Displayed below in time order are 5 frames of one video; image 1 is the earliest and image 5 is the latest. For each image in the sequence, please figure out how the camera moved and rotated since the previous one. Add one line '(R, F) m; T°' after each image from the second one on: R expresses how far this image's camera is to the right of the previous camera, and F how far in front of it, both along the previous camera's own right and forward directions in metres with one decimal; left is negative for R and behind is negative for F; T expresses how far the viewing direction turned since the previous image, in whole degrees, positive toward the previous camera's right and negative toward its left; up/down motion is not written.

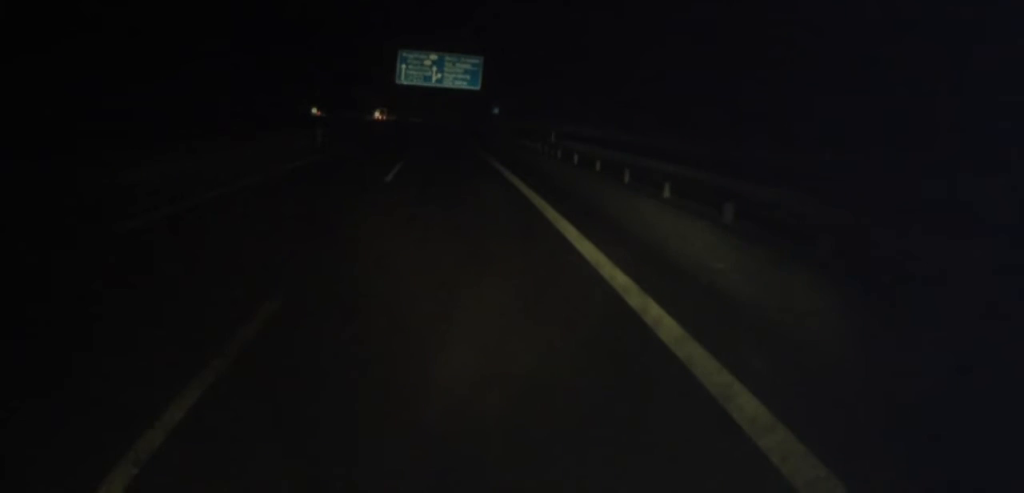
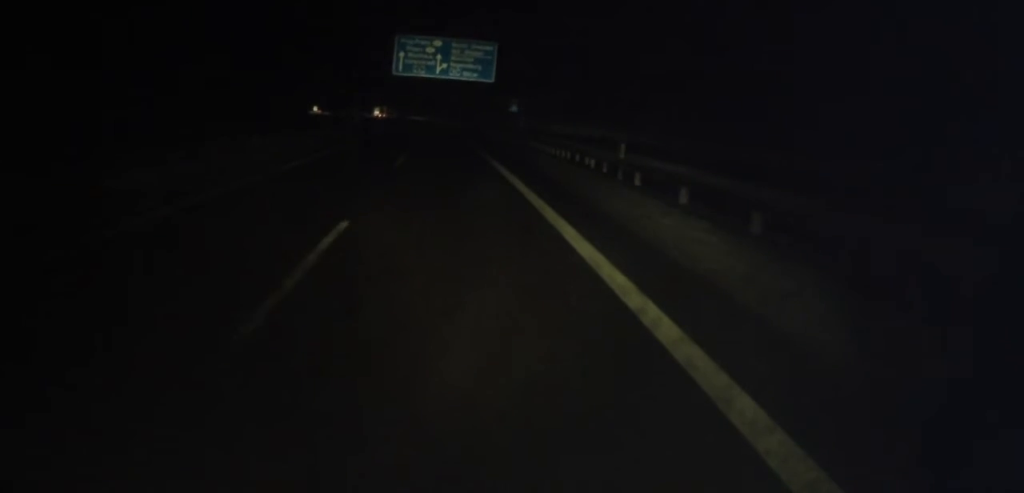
(-0.1, +13.1) m; -1°
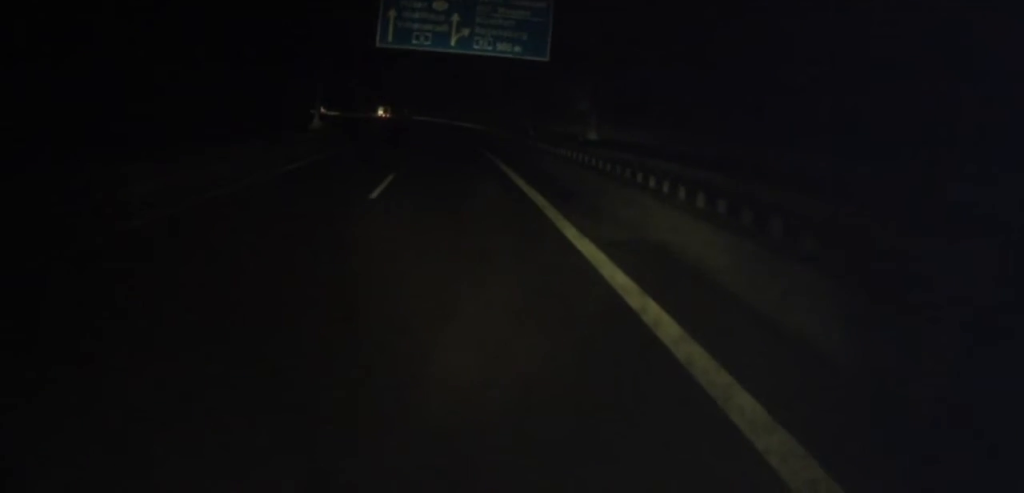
(-0.3, +26.5) m; -2°
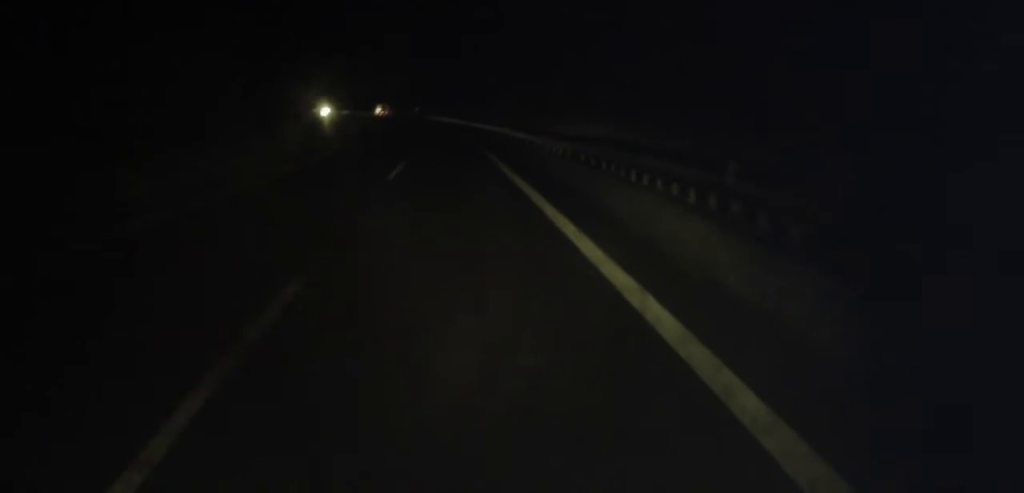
(-0.6, +30.7) m; -2°
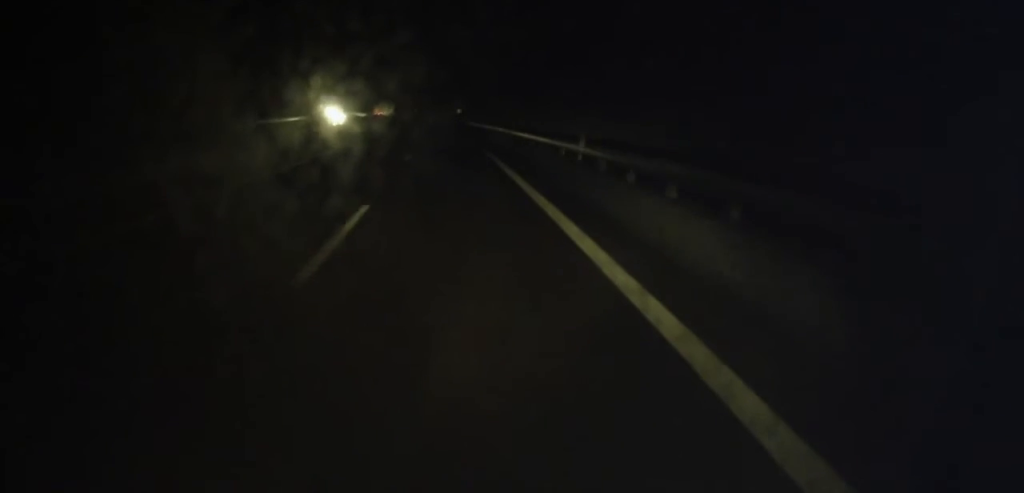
(-3.0, +82.3) m; -4°
